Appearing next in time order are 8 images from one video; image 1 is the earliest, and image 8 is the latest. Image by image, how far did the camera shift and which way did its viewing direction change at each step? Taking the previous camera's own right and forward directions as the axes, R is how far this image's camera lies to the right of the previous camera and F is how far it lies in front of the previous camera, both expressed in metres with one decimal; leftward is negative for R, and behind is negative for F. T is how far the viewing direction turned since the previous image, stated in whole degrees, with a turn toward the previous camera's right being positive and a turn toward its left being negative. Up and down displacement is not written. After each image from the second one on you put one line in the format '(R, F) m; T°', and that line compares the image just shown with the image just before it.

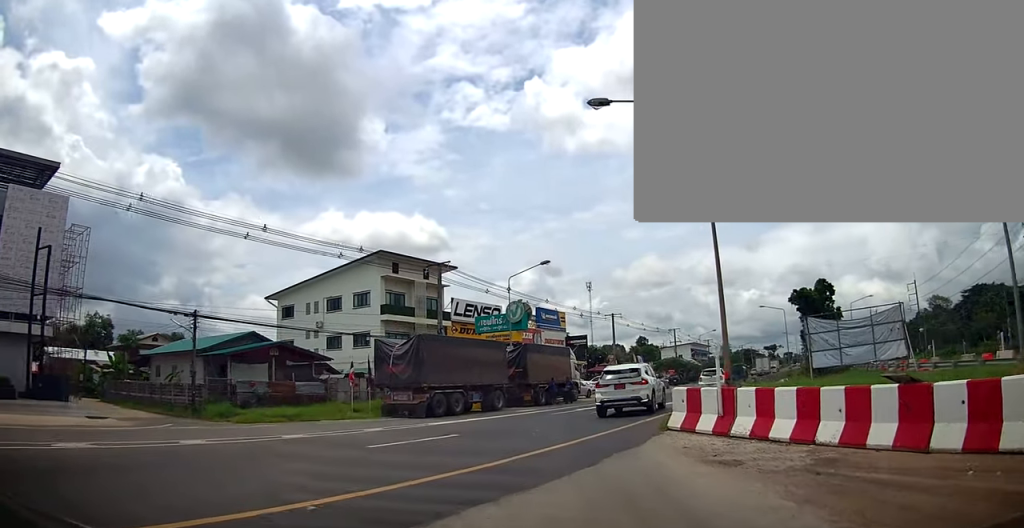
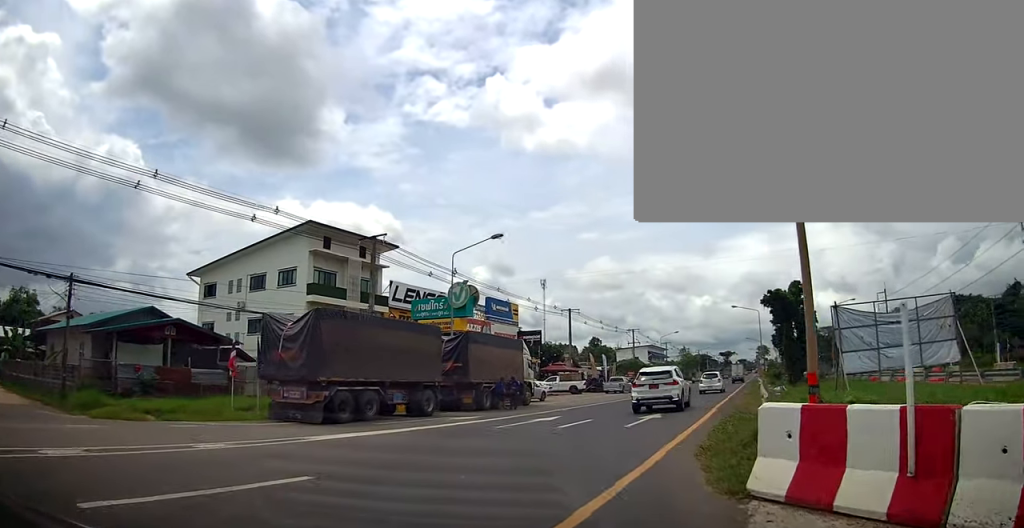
(+0.1, +8.9) m; +4°
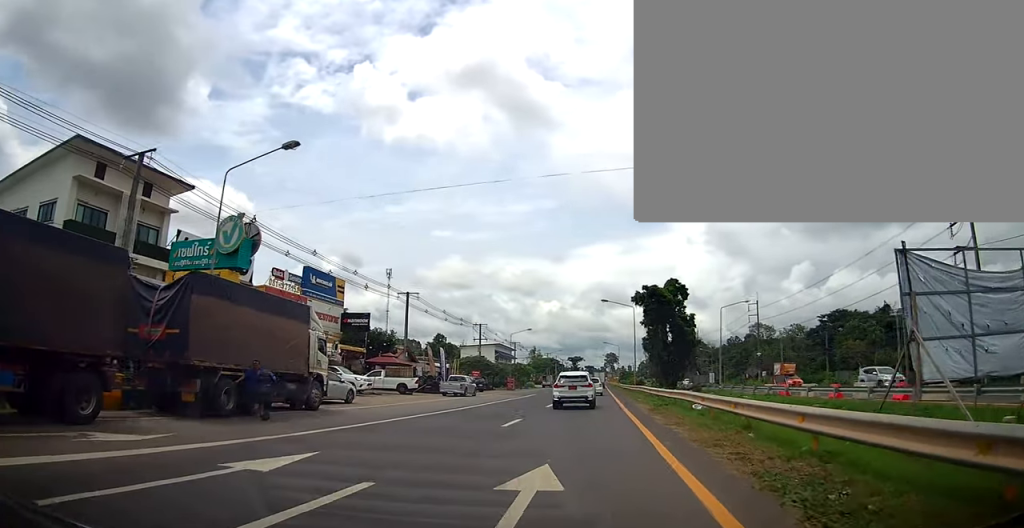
(+1.0, +12.5) m; +8°
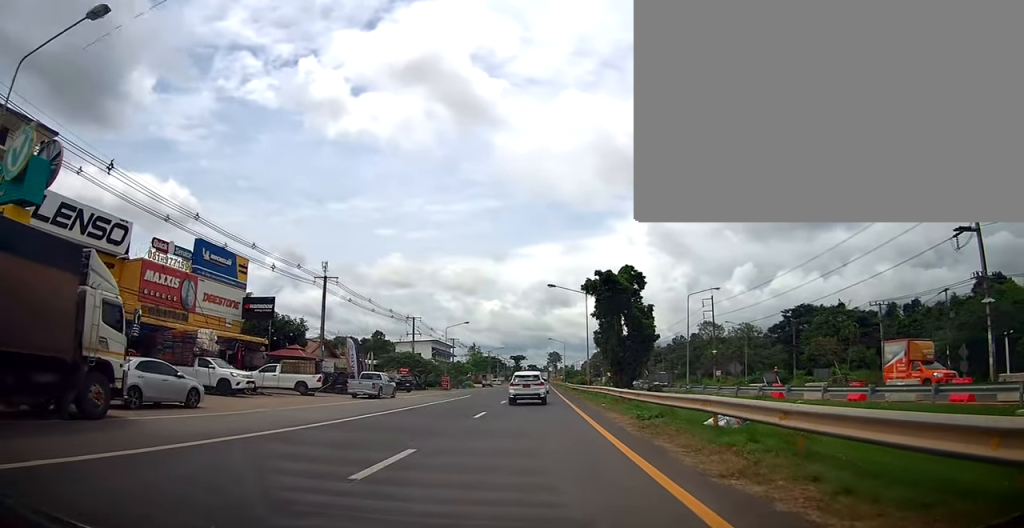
(+0.2, +8.7) m; +9°
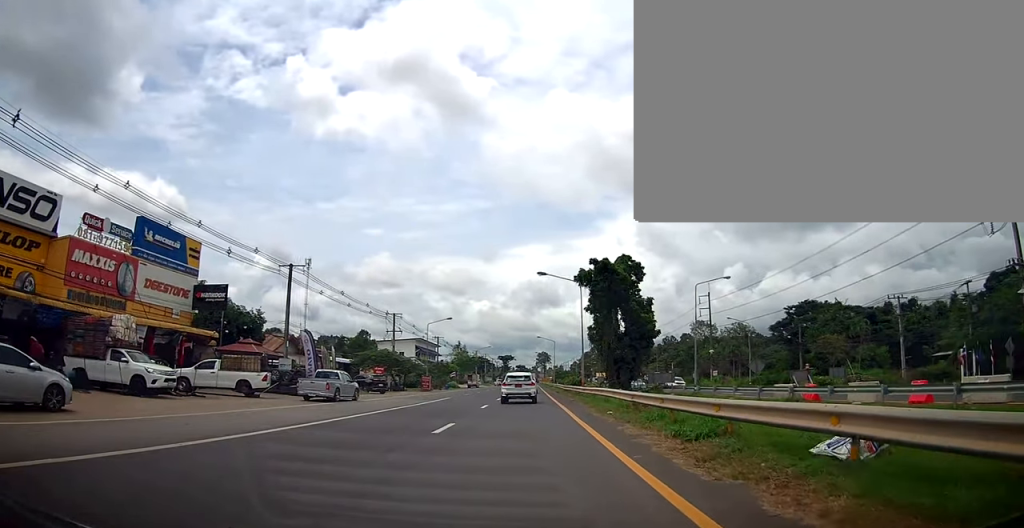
(+1.1, +5.8) m; +1°
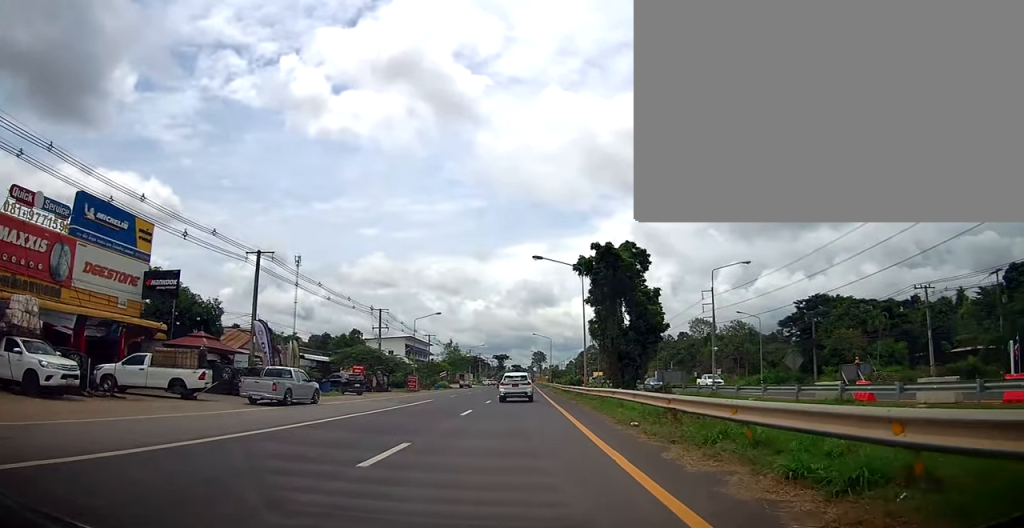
(-0.2, +5.7) m; -2°
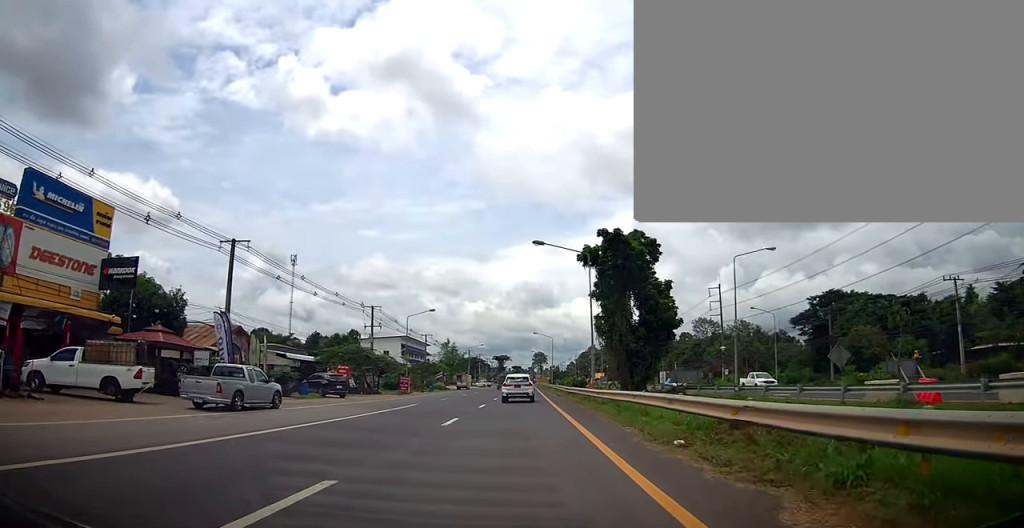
(-0.4, +4.5) m; -3°
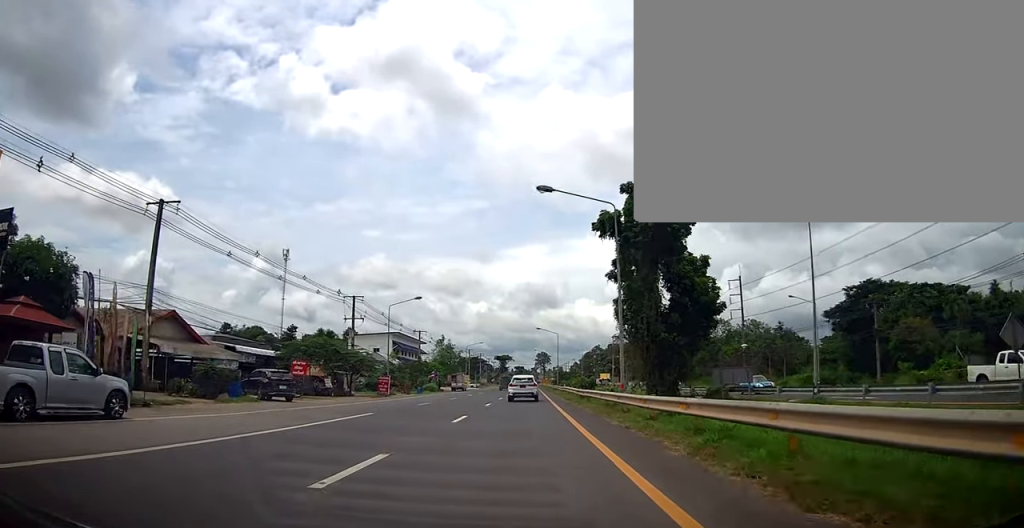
(-0.2, +10.2) m; -1°
